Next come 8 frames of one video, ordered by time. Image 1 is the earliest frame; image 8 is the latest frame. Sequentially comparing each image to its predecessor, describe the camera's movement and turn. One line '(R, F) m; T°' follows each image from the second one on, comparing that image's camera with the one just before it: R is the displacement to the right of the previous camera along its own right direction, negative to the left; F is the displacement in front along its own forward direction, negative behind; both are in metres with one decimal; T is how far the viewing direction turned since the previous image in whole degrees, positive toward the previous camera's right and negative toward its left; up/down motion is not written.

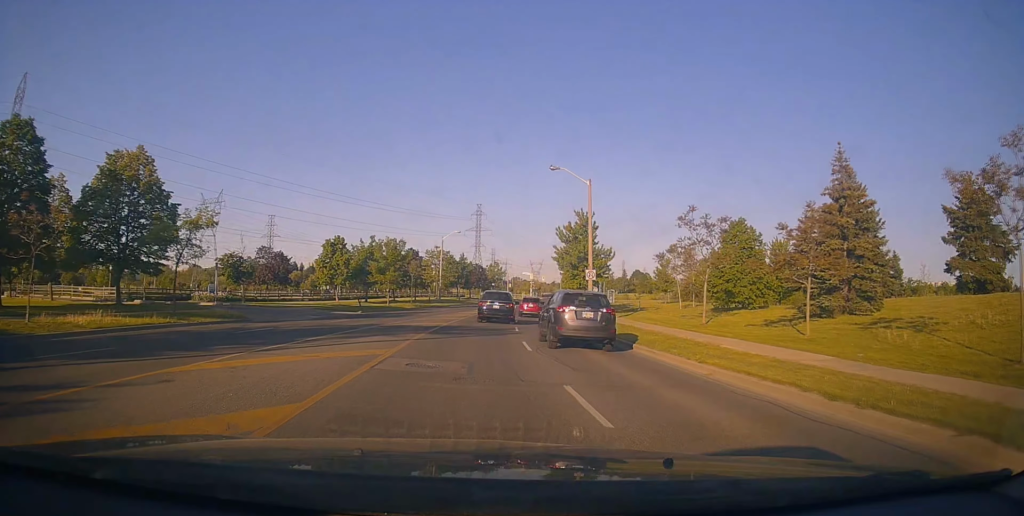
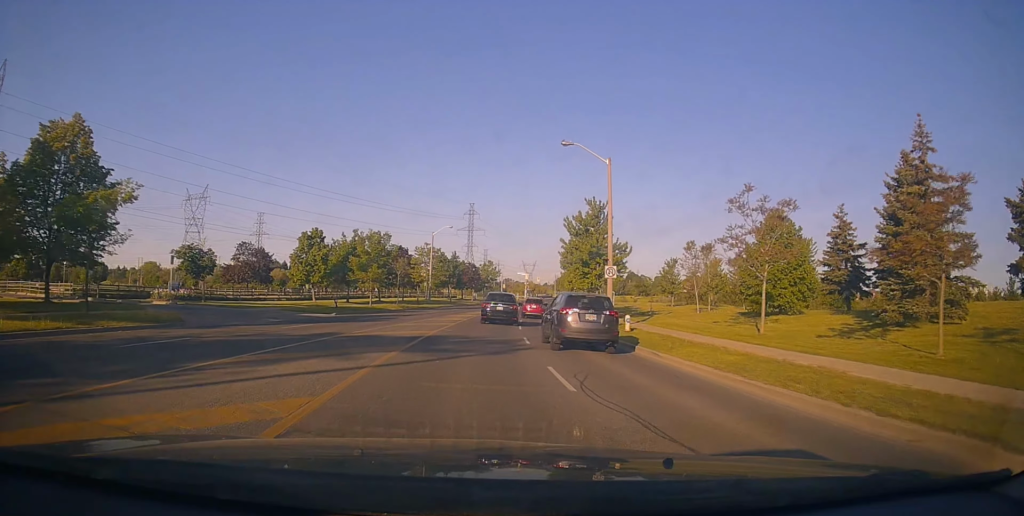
(0.0, +6.5) m; +1°
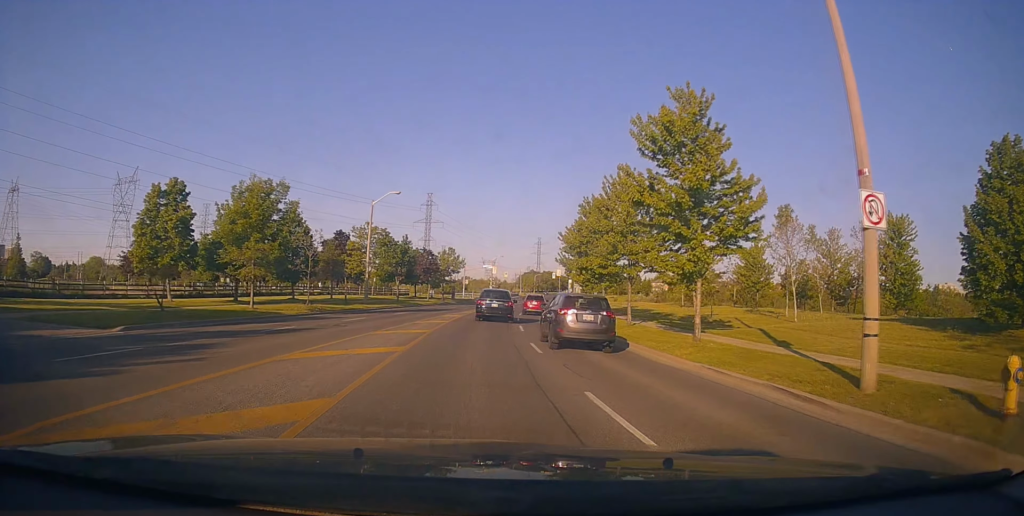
(+0.6, +21.1) m; +1°
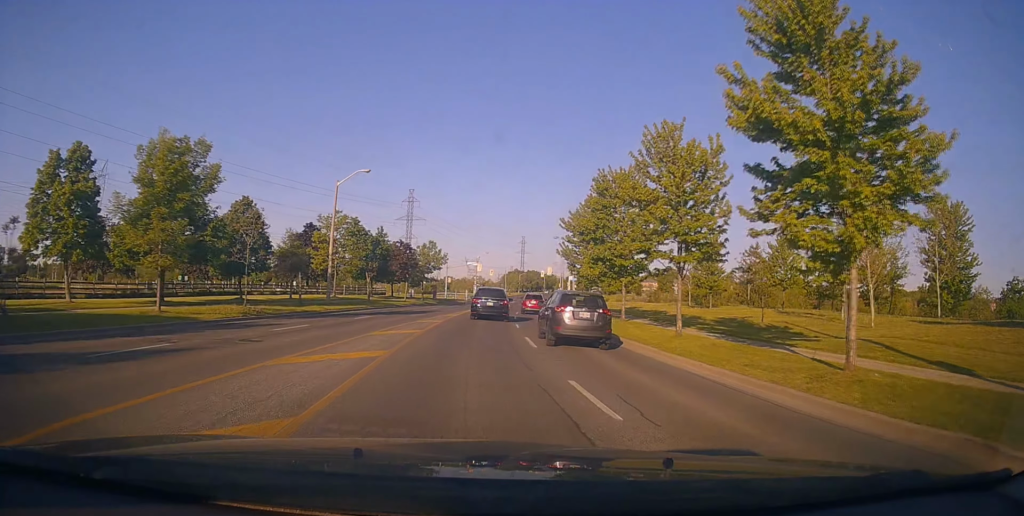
(-0.2, +8.3) m; +2°
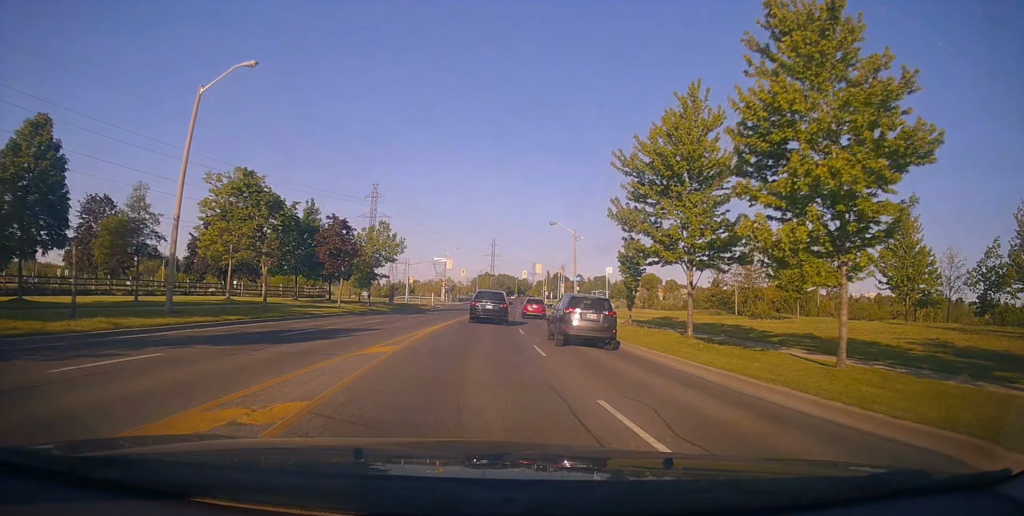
(+1.1, +20.3) m; +6°
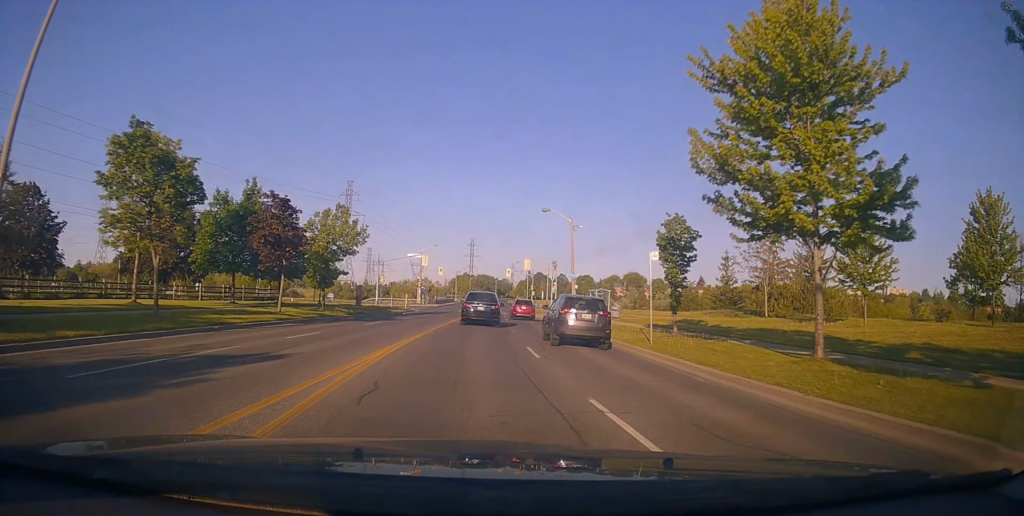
(+0.1, +8.9) m; +1°
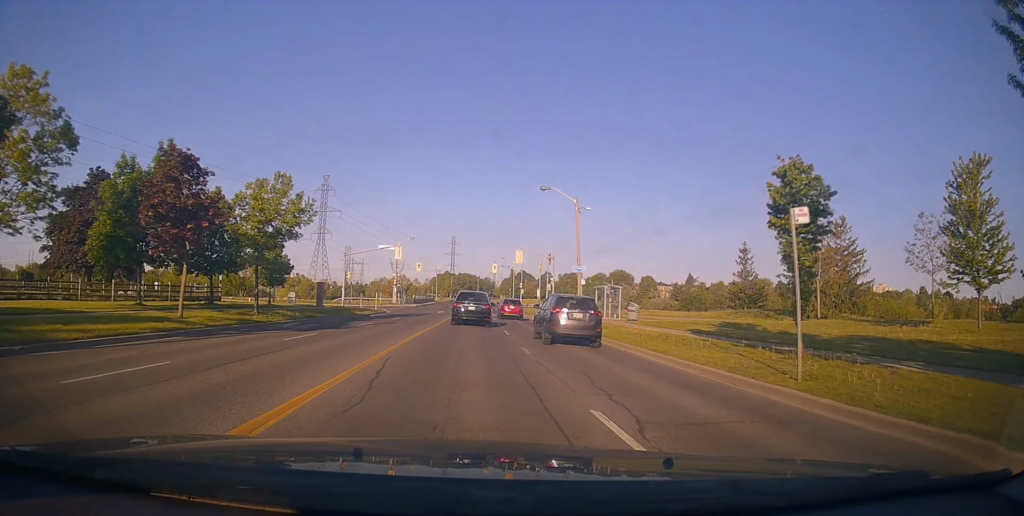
(0.0, +9.9) m; +1°
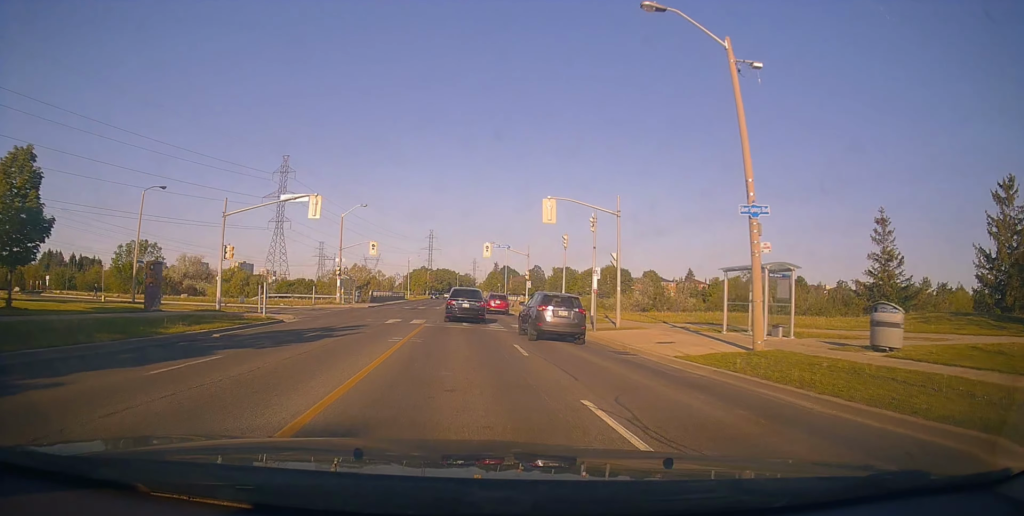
(+1.7, +26.7) m; +5°
